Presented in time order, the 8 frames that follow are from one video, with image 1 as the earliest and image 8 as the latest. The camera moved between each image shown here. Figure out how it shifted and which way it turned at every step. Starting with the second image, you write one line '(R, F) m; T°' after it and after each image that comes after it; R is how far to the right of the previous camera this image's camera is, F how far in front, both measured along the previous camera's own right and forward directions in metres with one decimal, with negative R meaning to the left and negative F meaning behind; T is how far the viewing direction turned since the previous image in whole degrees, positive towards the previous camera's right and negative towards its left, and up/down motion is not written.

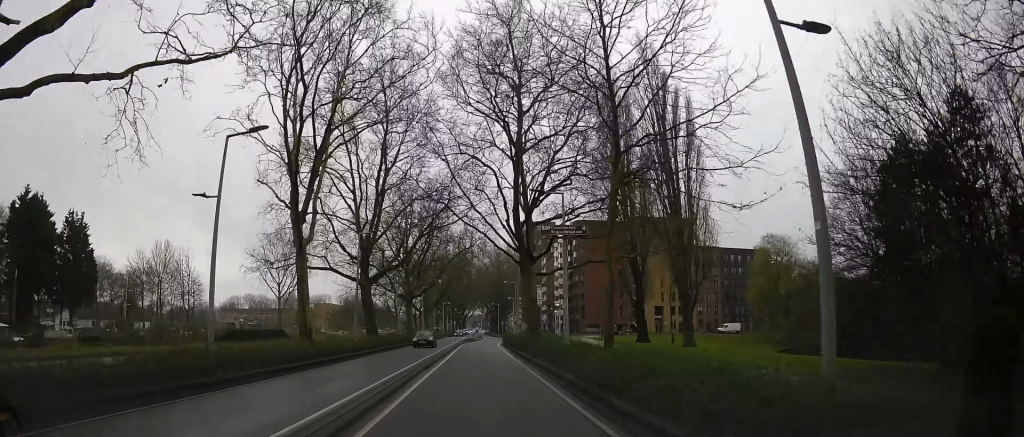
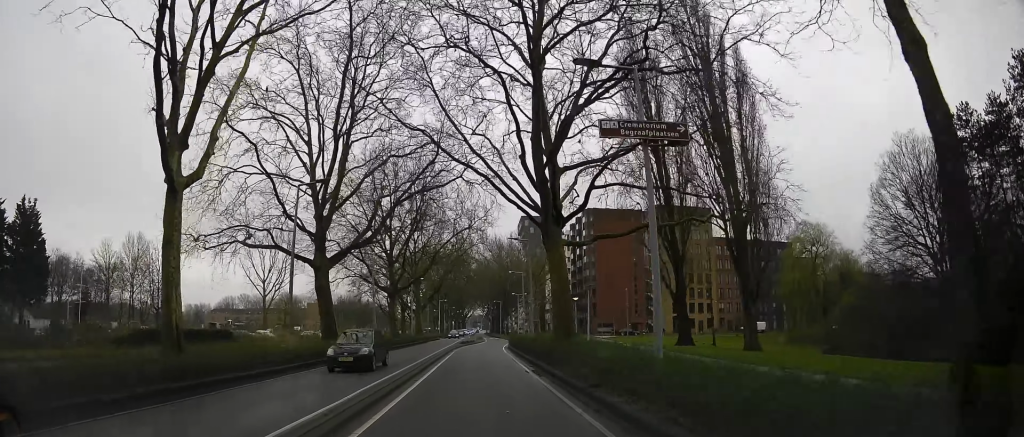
(-0.5, +10.7) m; 0°
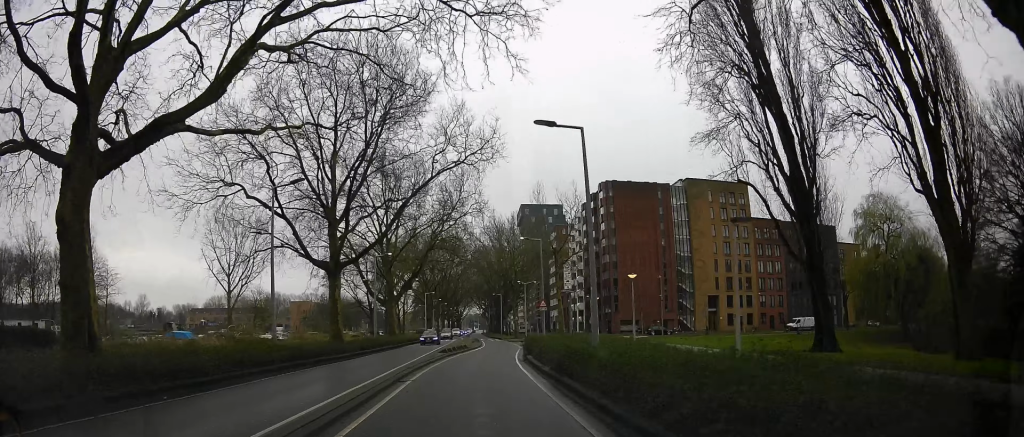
(+0.9, +19.0) m; +3°
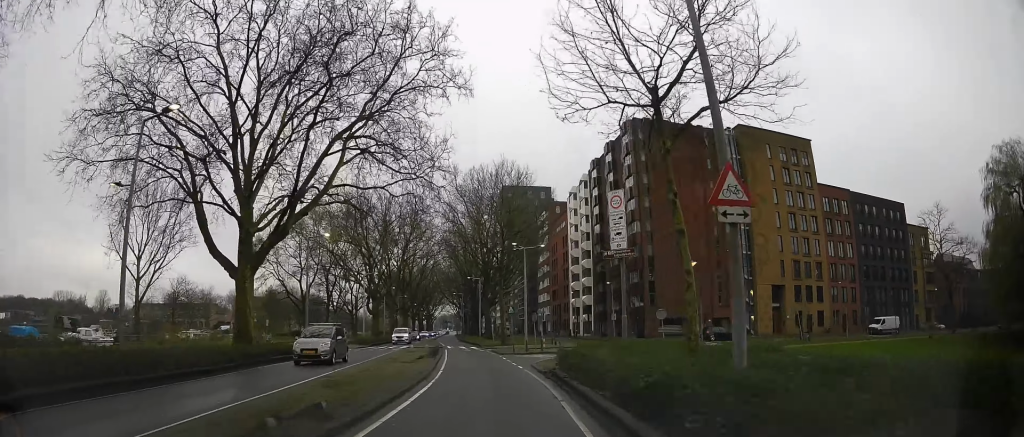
(-0.4, +28.1) m; -4°
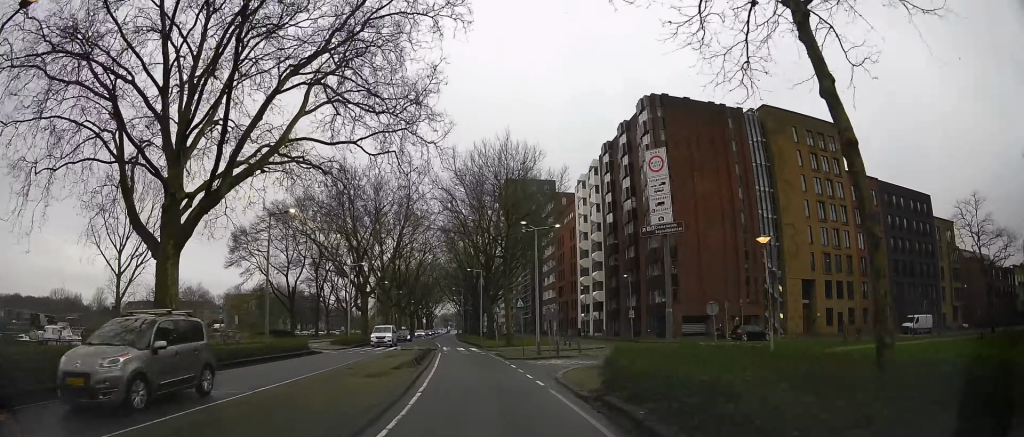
(-0.3, +6.8) m; -1°
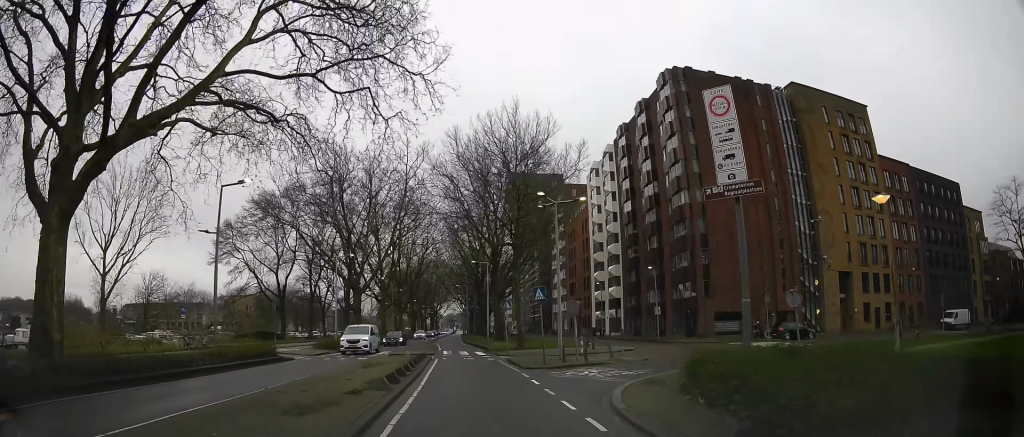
(-0.1, +6.3) m; 0°
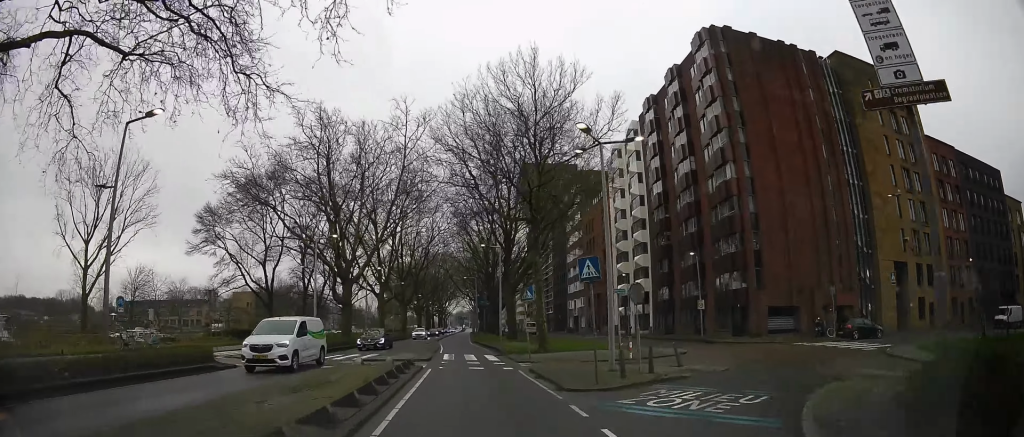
(+0.1, +7.7) m; 0°
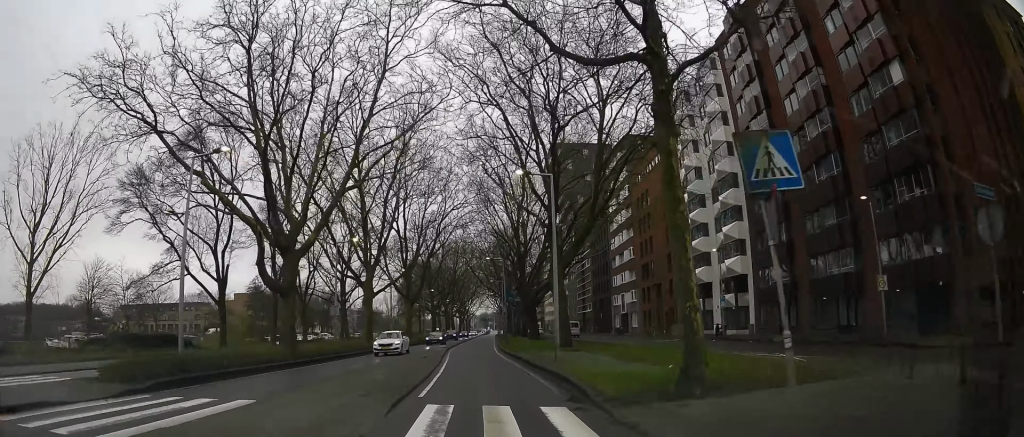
(+0.1, +18.3) m; 0°
